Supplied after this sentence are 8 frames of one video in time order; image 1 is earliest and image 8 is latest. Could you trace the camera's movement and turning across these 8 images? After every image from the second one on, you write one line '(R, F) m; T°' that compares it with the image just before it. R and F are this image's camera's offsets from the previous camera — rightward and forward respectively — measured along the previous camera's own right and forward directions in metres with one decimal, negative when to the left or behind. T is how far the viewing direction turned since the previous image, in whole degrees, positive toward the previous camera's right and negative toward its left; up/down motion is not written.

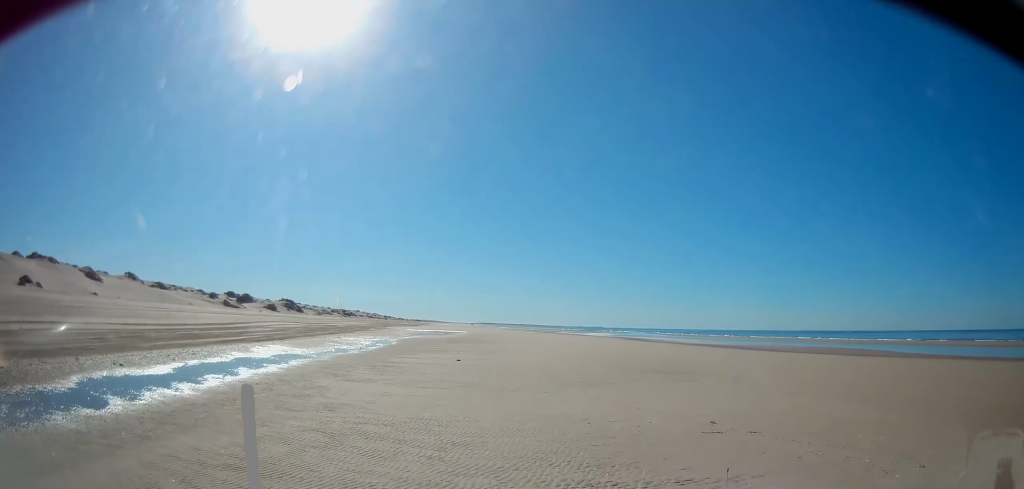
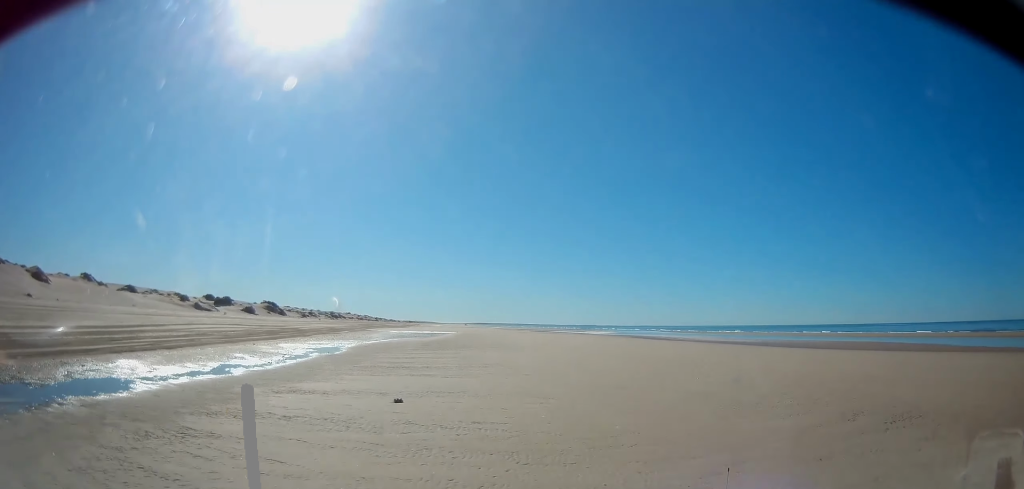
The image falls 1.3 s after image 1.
(-0.2, +17.6) m; -2°
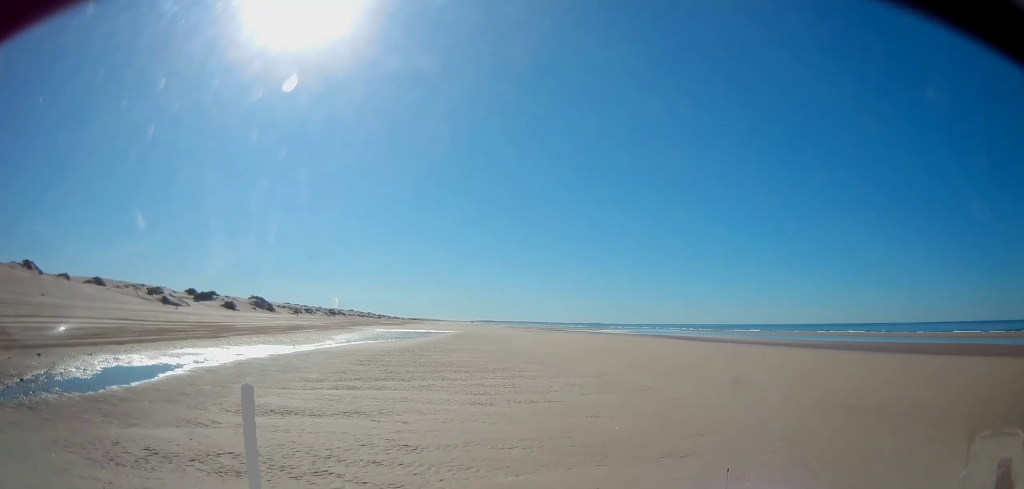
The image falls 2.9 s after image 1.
(+0.3, +24.5) m; +1°
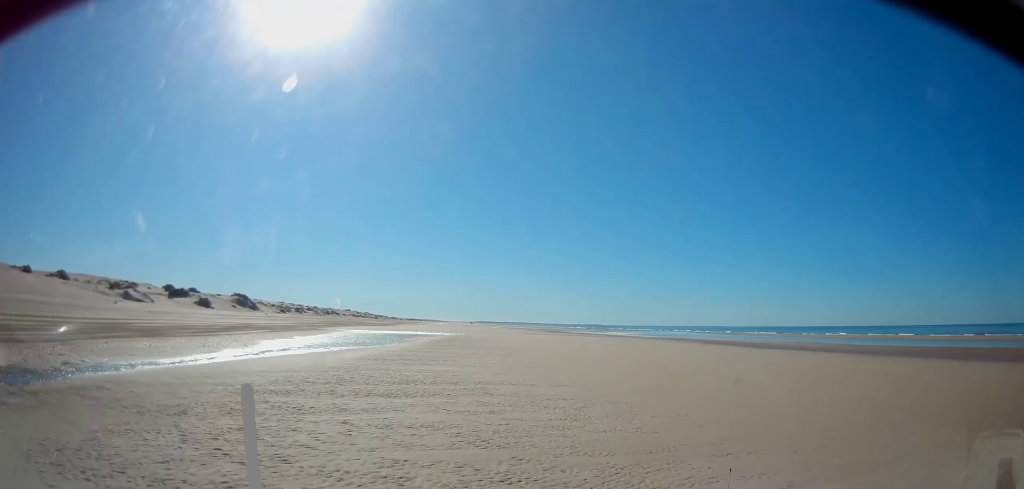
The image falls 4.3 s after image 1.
(-0.5, +20.7) m; +1°
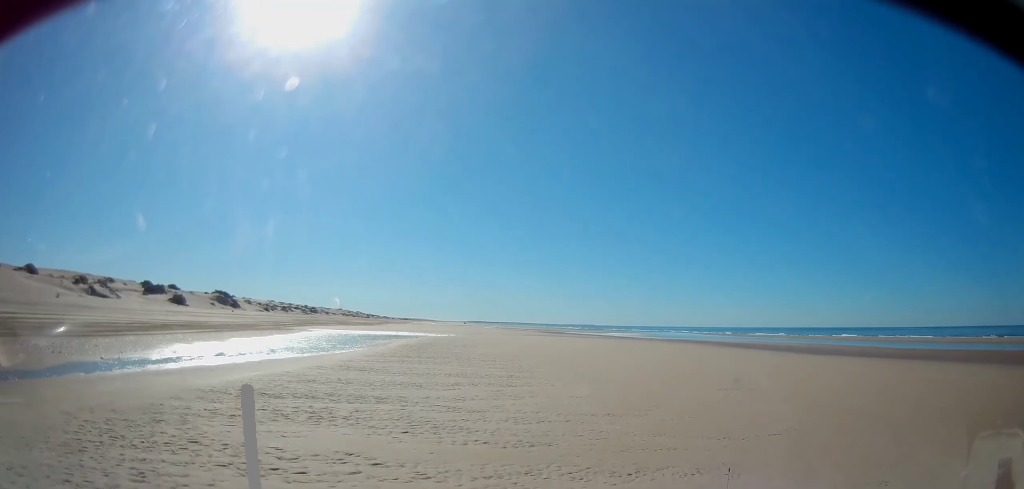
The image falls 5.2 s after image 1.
(+0.5, +14.3) m; +2°
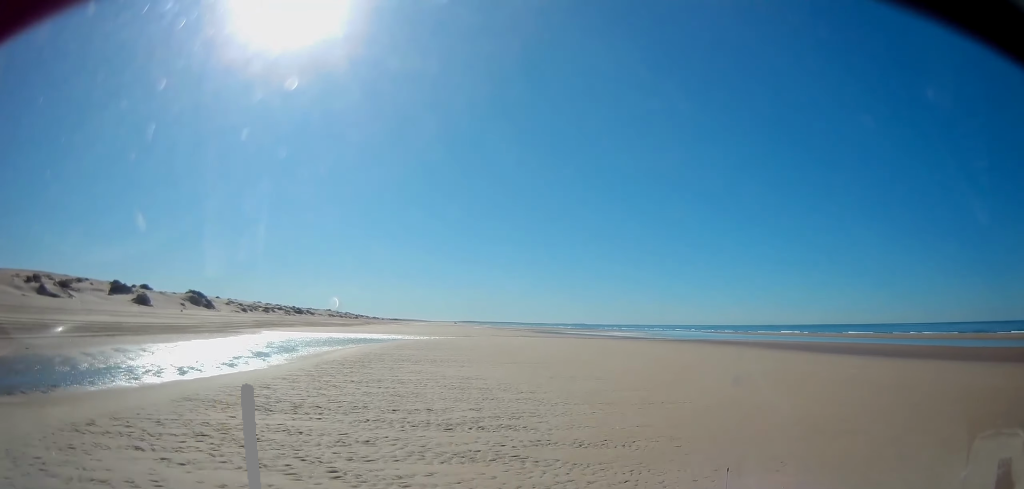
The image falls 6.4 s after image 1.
(-0.1, +17.4) m; -1°
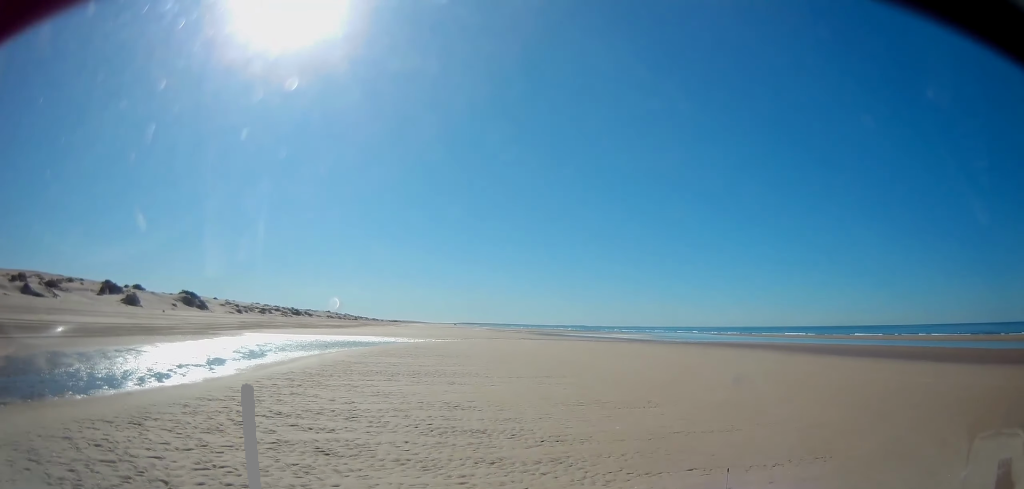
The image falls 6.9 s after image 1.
(0.0, +6.2) m; 0°
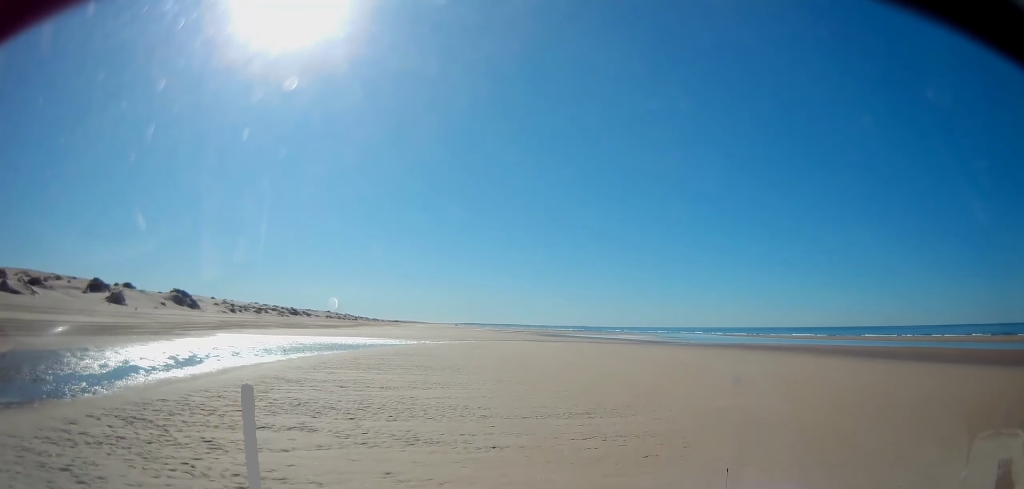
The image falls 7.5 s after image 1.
(0.0, +8.8) m; 0°
